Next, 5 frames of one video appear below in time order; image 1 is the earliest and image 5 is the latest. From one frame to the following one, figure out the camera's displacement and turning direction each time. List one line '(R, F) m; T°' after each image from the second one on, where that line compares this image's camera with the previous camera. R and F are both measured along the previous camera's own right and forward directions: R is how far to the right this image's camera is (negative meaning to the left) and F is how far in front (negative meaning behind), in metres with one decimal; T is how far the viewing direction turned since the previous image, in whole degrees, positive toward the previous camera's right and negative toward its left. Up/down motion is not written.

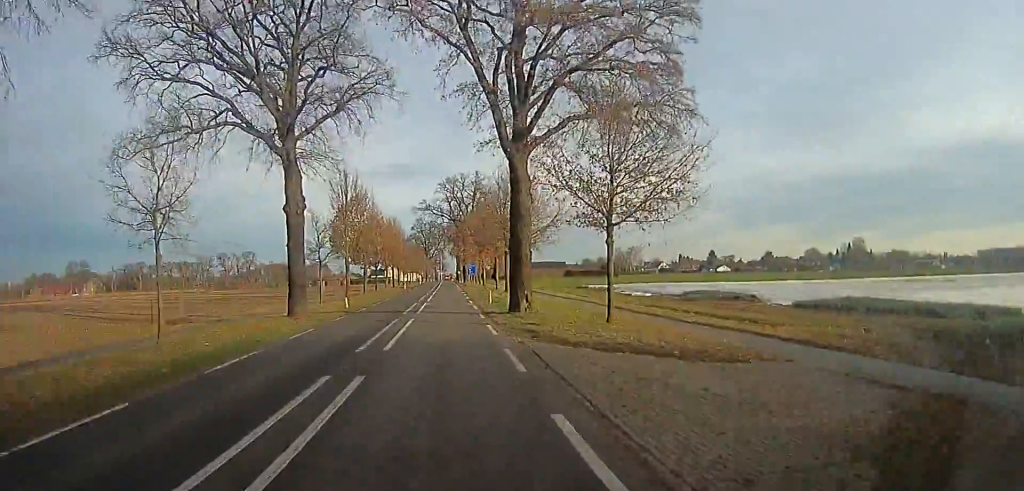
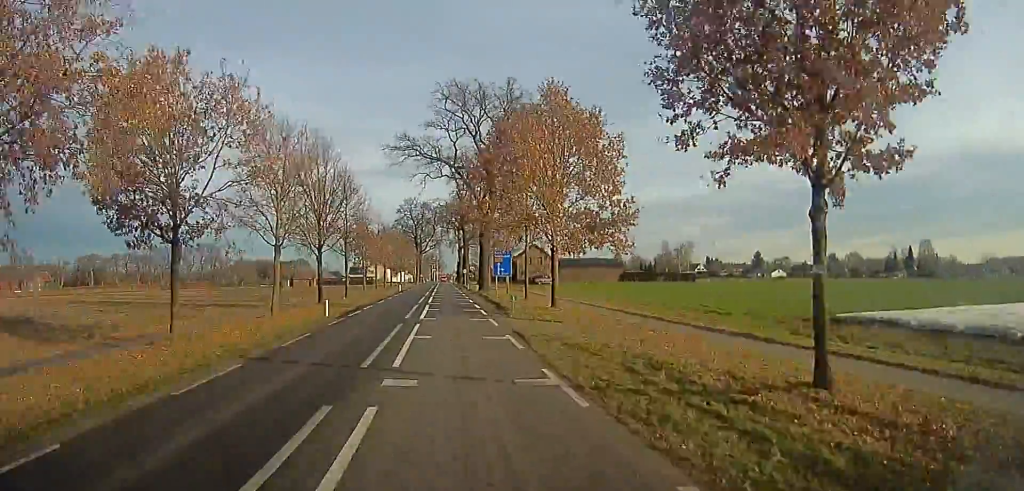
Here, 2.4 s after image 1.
(-1.7, +50.7) m; -4°
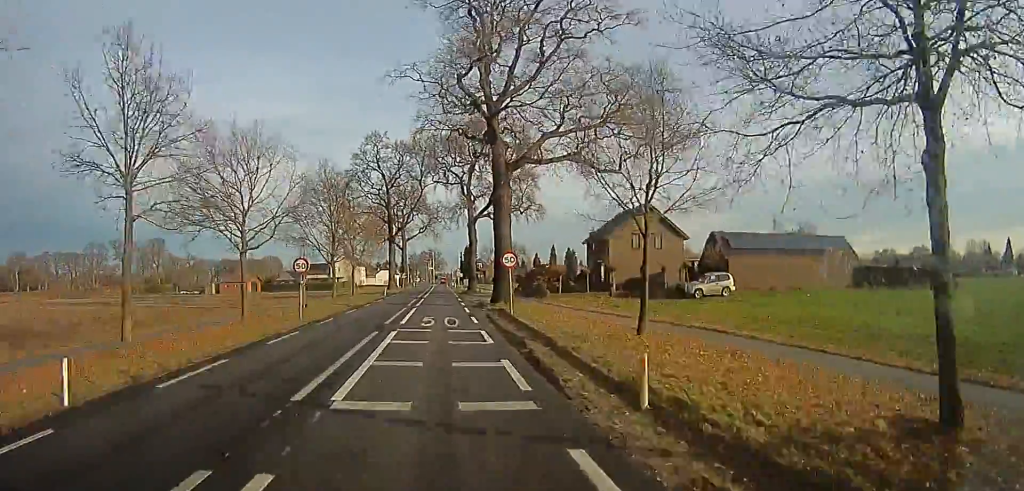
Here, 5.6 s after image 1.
(-0.5, +63.6) m; -1°
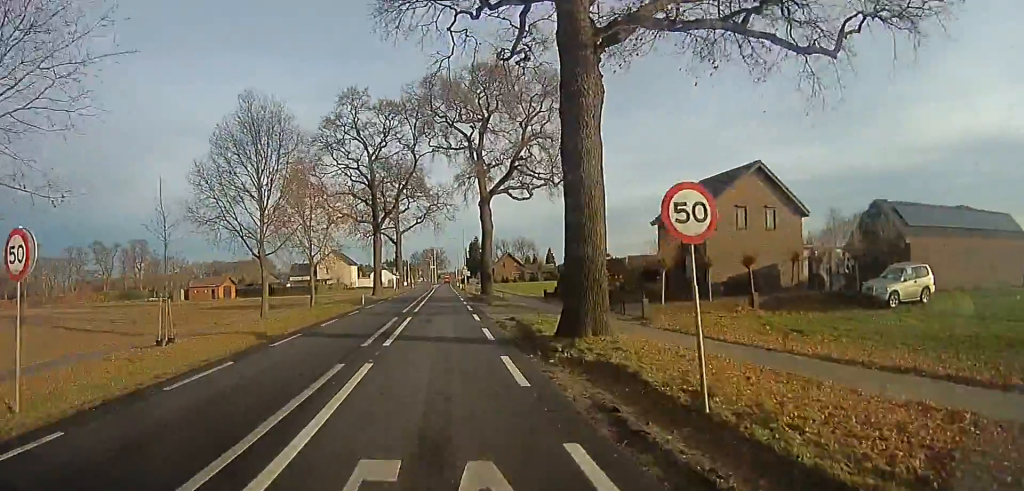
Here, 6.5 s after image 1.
(0.0, +18.3) m; +1°
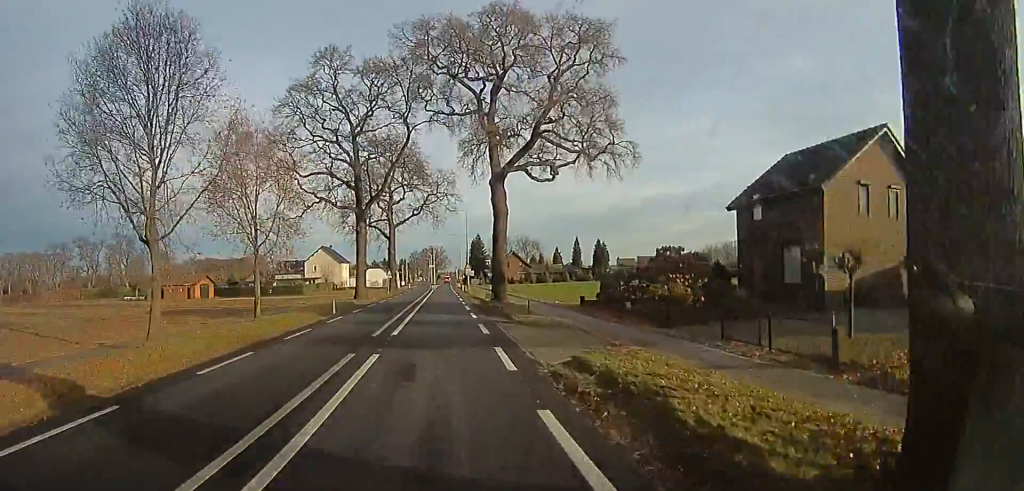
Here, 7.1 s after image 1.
(0.0, +10.8) m; 0°
